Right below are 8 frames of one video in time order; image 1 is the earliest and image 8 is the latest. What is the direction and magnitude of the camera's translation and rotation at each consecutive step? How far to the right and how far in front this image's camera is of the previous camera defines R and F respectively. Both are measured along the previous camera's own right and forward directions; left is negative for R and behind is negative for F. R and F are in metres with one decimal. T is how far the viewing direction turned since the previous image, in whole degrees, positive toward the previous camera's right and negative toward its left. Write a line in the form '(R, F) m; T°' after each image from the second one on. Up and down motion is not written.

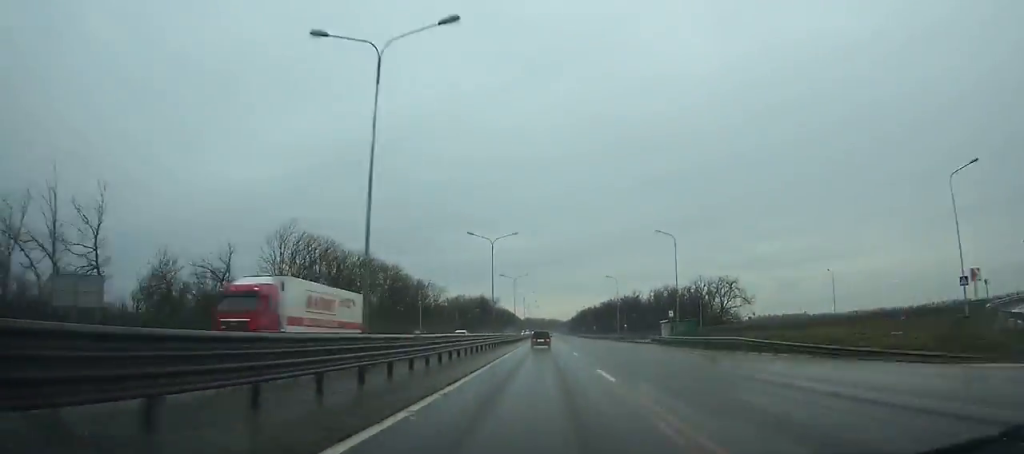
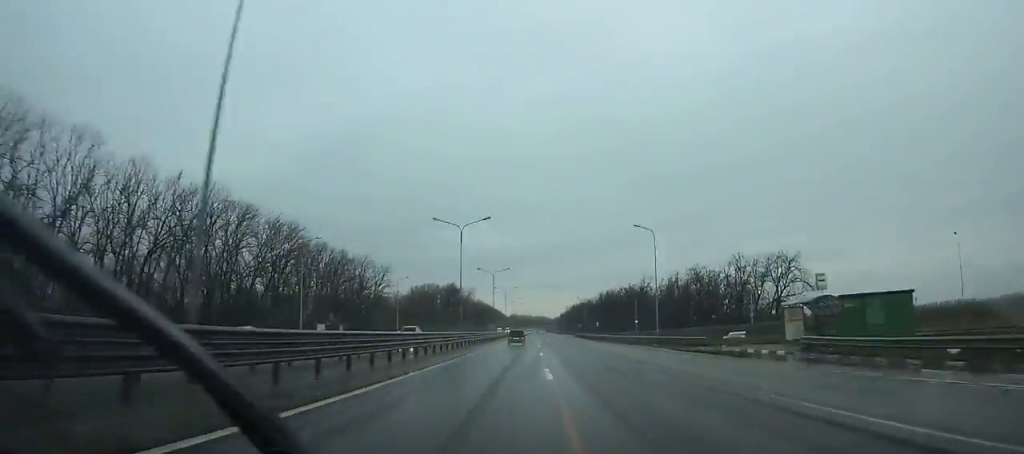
(+0.2, +48.6) m; 0°
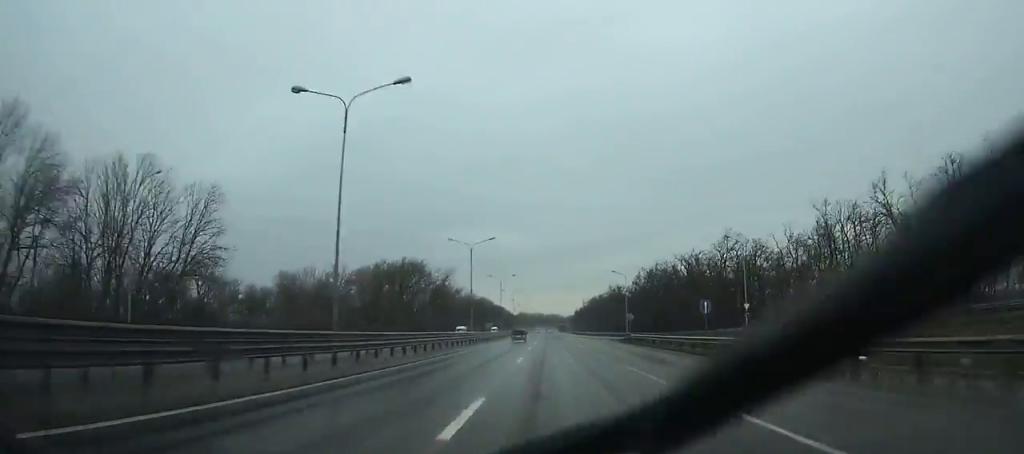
(-0.1, +72.6) m; 0°
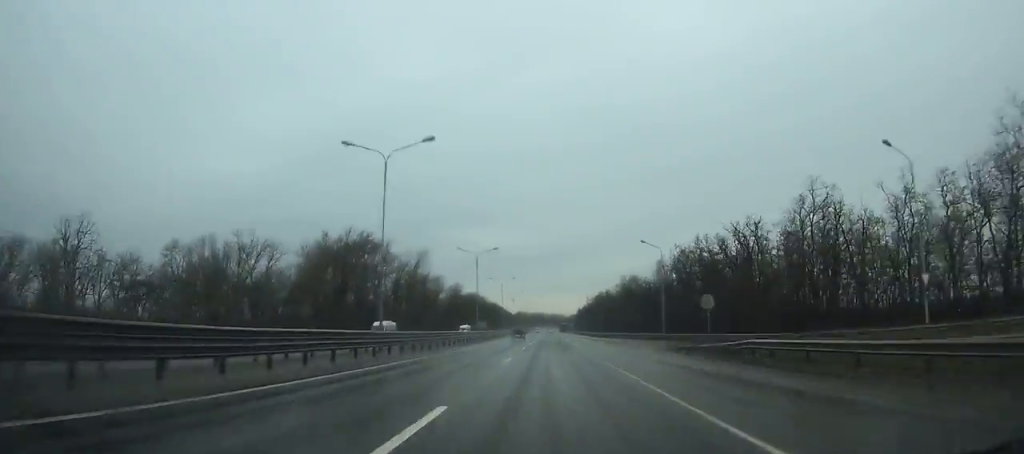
(-0.2, +34.8) m; 0°
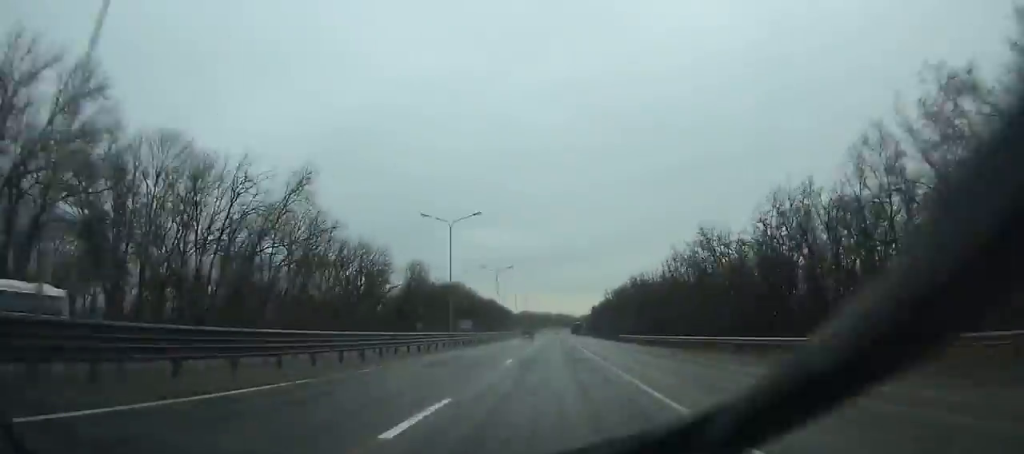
(-0.3, +64.2) m; 0°
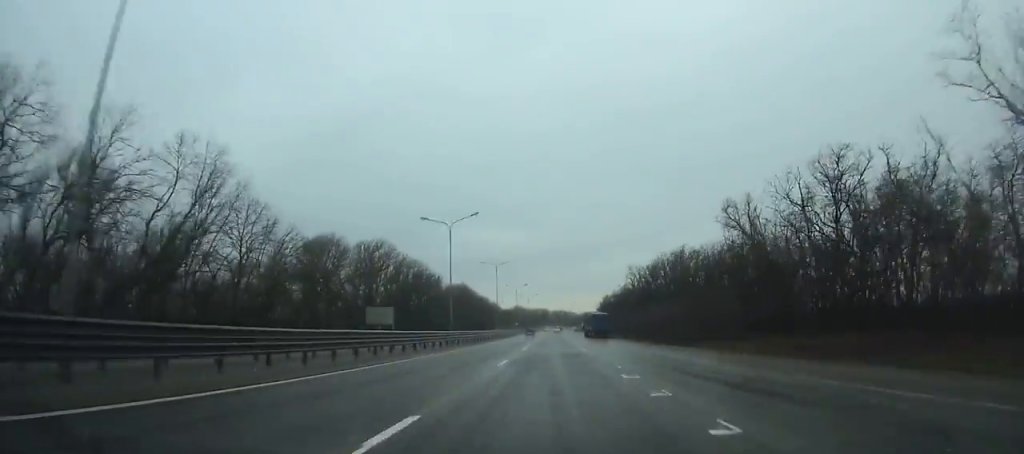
(-0.2, +82.7) m; 0°
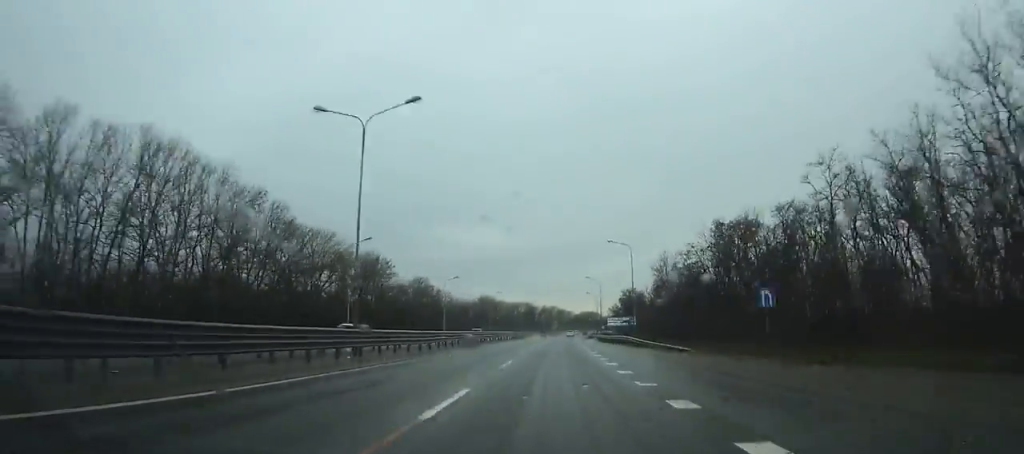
(+1.2, +152.7) m; +2°
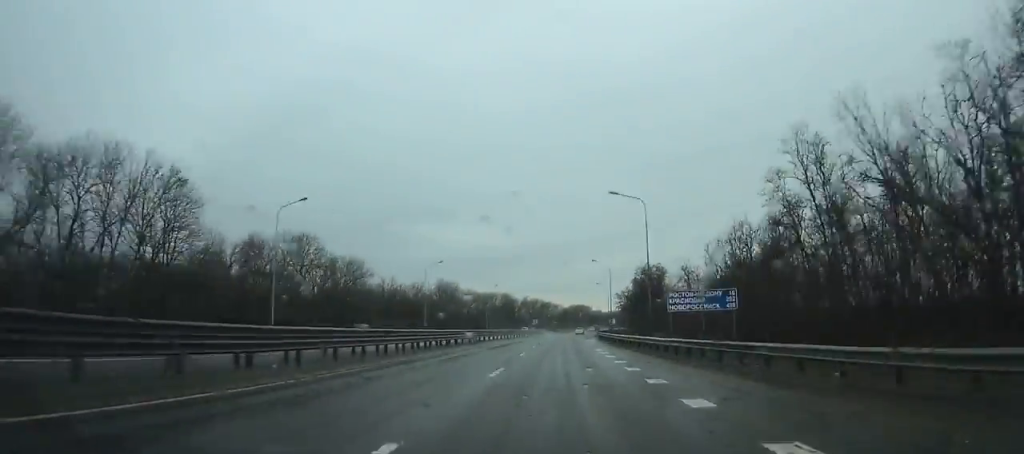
(+0.3, +64.9) m; +2°
